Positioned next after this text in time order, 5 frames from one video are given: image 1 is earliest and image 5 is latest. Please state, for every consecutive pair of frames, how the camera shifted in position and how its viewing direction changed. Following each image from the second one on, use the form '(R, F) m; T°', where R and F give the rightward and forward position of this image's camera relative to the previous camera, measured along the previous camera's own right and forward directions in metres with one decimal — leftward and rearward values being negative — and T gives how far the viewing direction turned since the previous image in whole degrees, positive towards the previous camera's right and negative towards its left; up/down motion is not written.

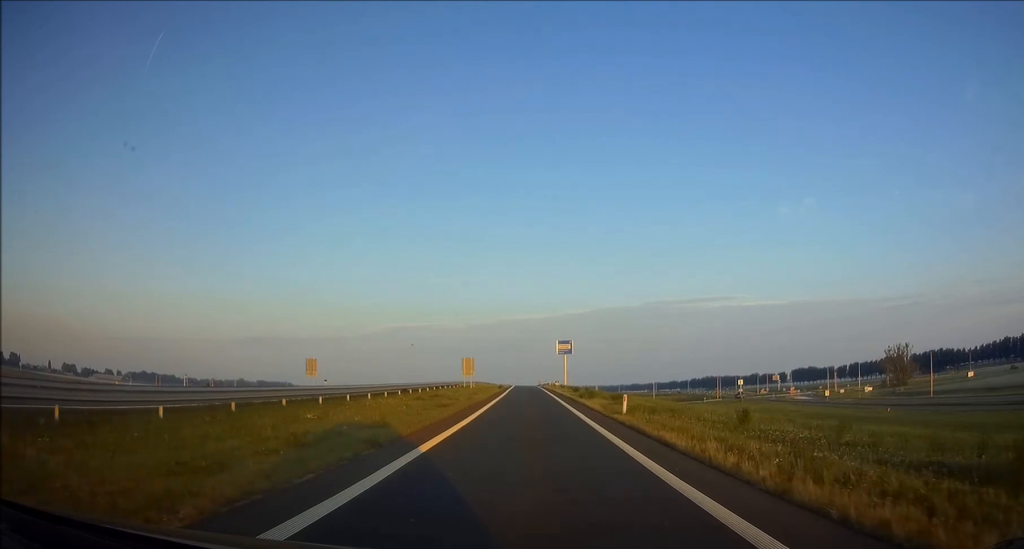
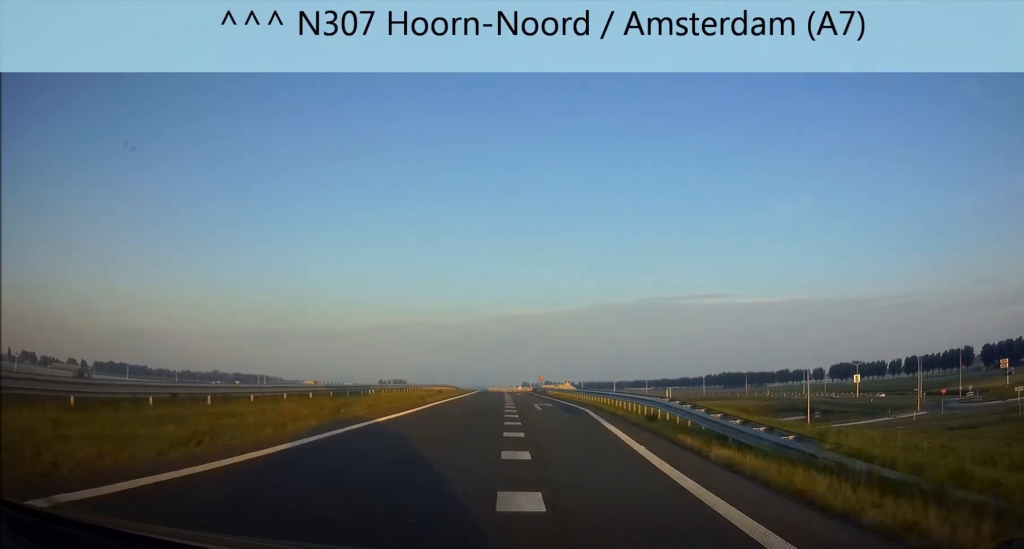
(+0.1, +120.8) m; 0°
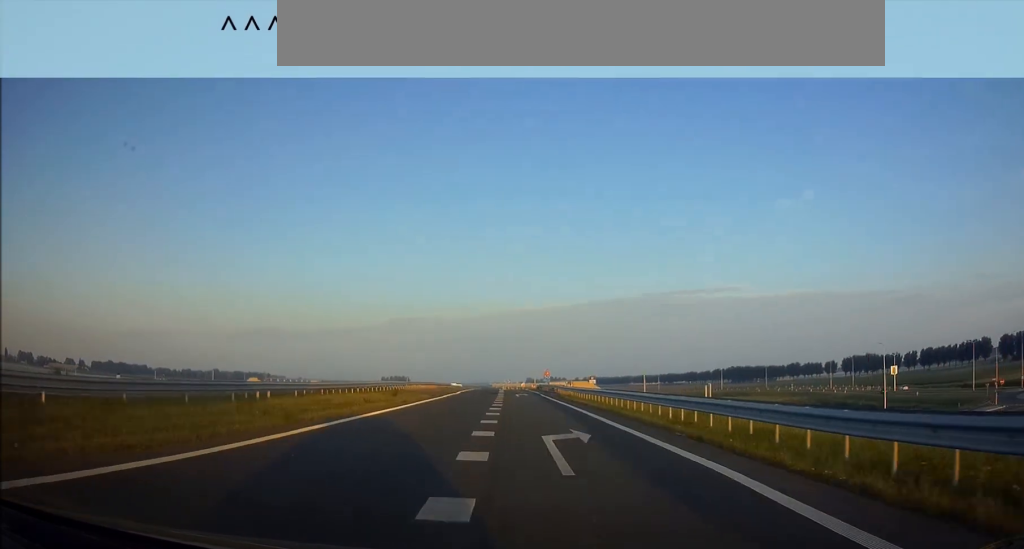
(0.0, +19.8) m; 0°
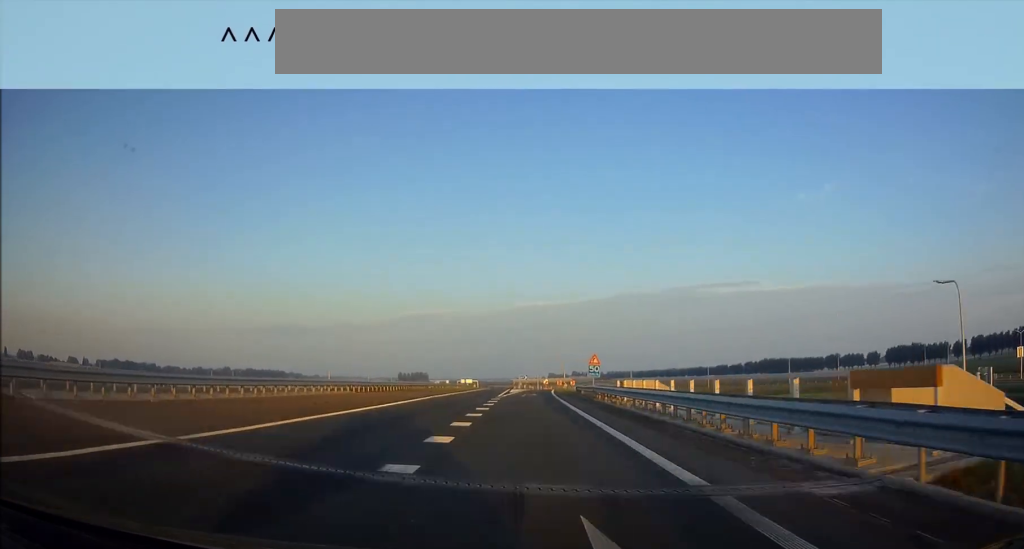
(-0.3, +48.8) m; -1°
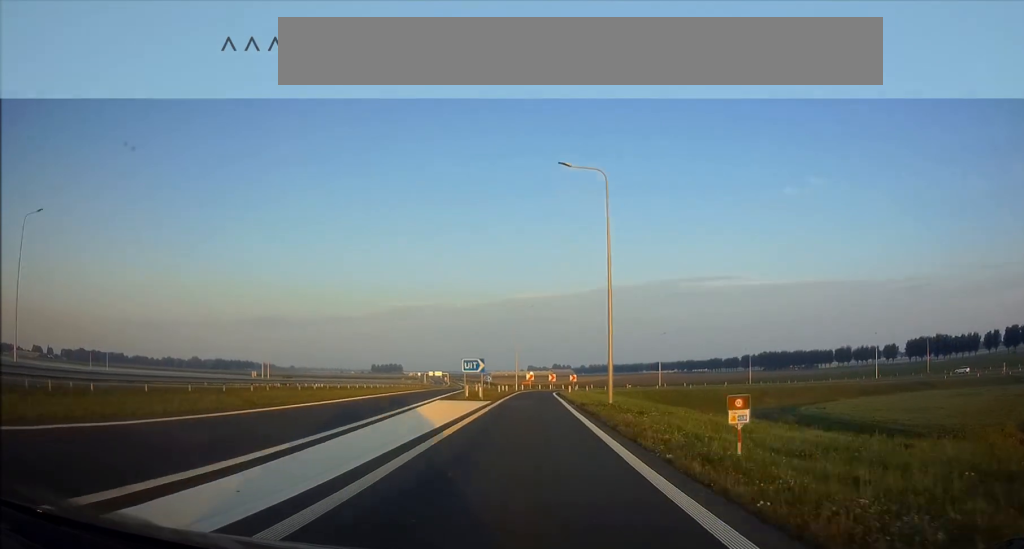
(+0.3, +66.6) m; +1°
